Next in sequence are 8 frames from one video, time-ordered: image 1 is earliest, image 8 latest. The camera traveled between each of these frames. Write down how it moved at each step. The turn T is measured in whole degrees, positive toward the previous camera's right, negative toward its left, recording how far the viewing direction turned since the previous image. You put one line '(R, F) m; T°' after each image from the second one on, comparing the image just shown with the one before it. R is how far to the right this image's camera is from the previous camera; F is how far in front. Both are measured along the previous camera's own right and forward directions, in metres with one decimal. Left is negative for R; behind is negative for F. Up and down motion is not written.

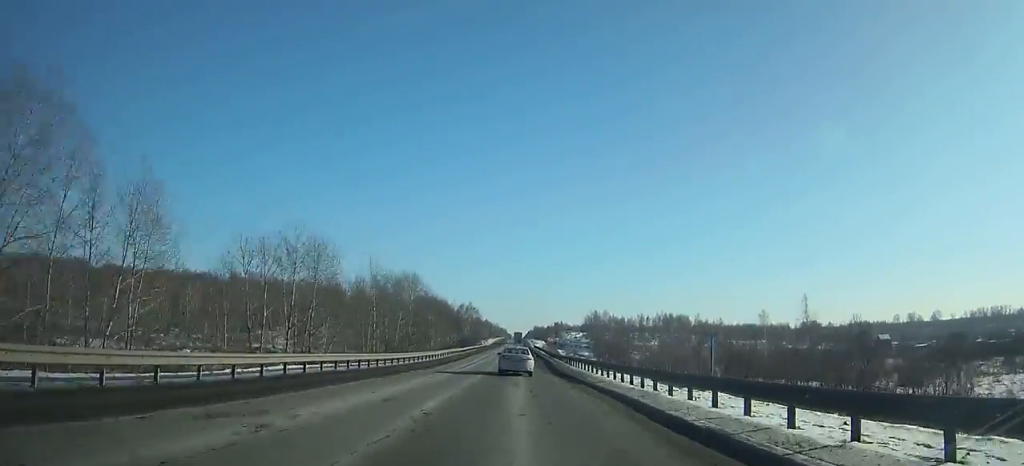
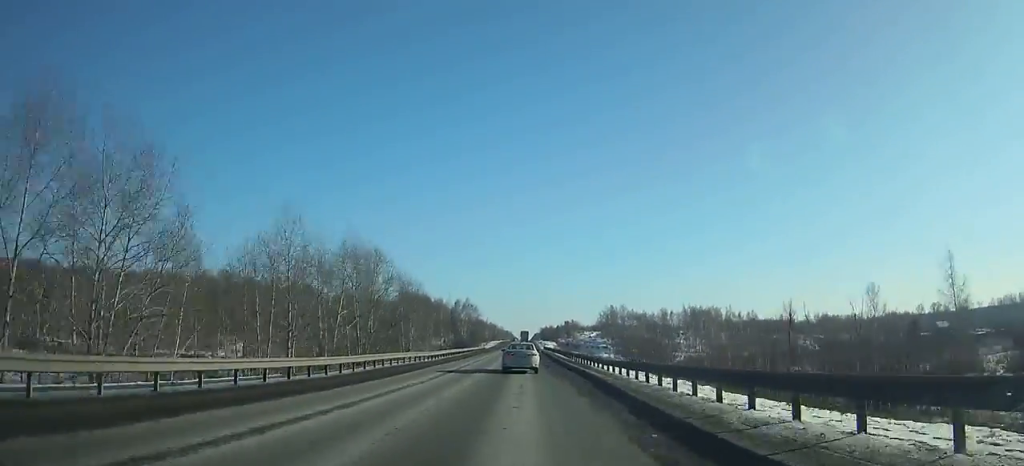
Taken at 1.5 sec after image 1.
(0.0, +31.9) m; 0°
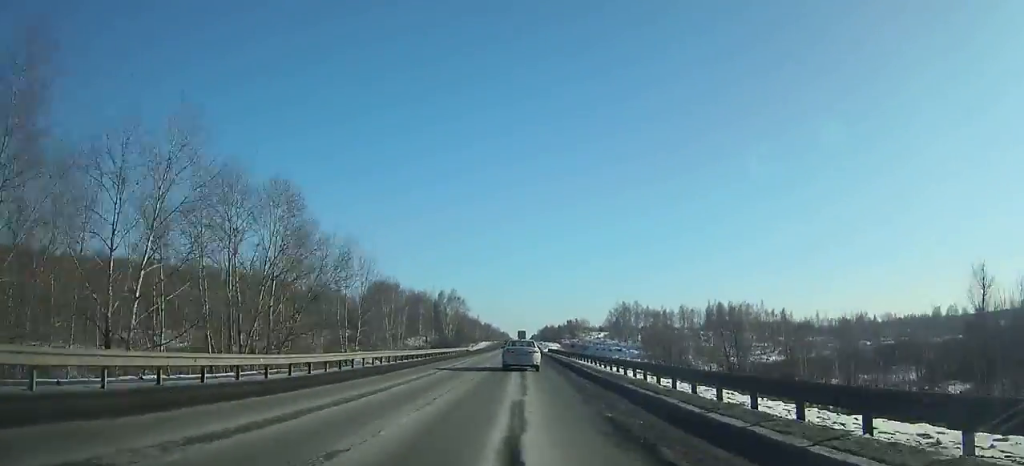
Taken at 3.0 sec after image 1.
(-0.1, +31.5) m; 0°
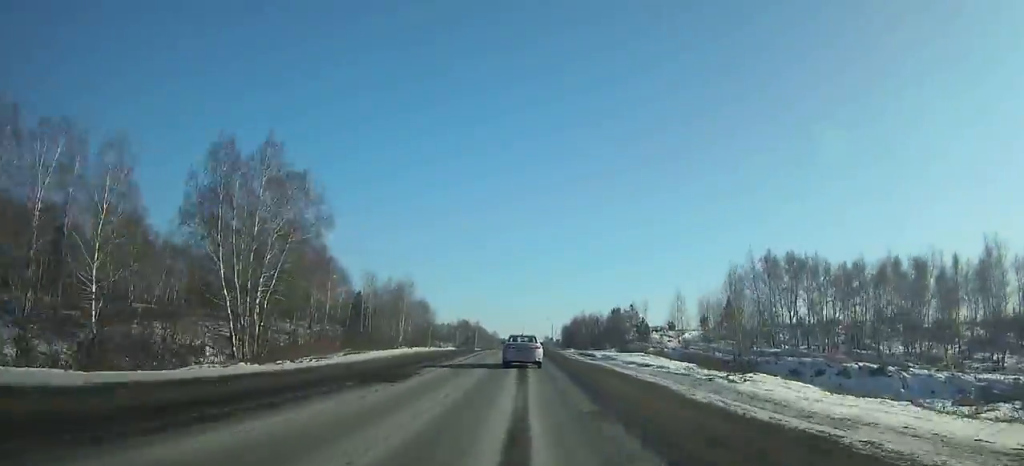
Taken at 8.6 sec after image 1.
(+0.2, +115.4) m; 0°
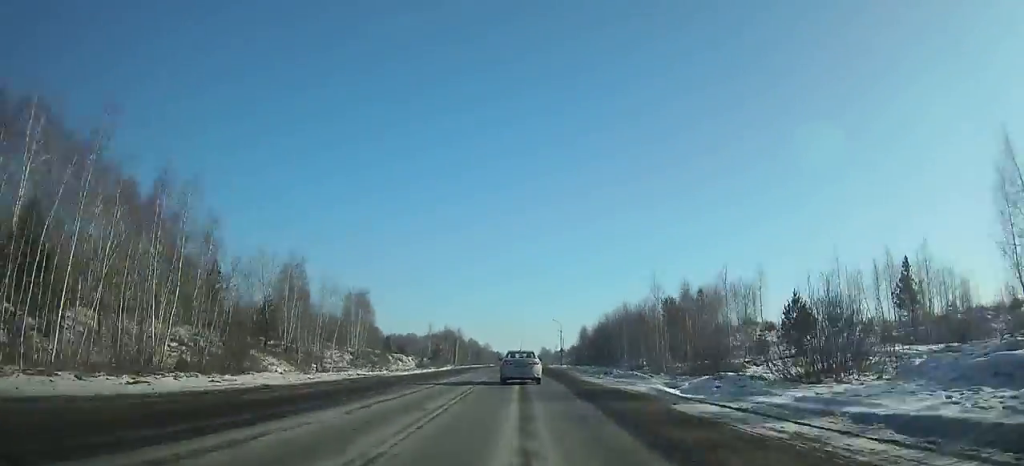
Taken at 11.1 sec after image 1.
(0.0, +50.9) m; 0°
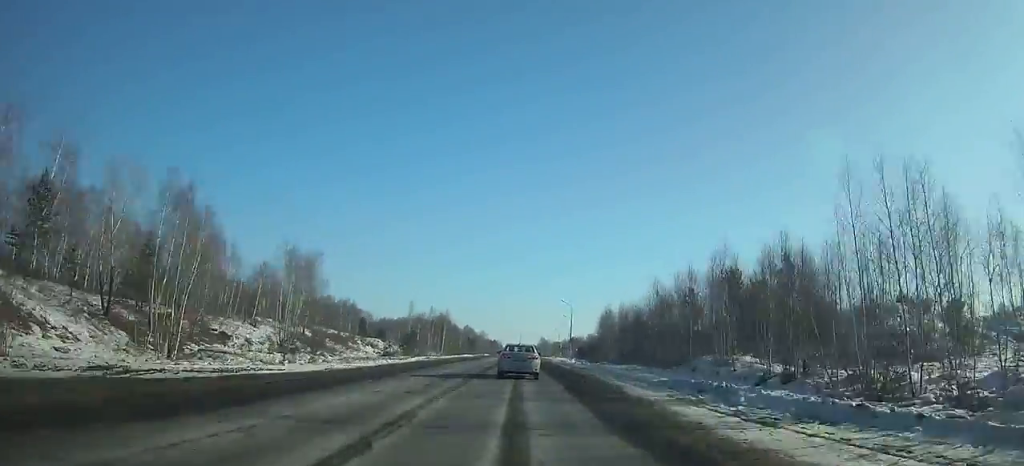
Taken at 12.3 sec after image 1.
(0.0, +24.4) m; 0°
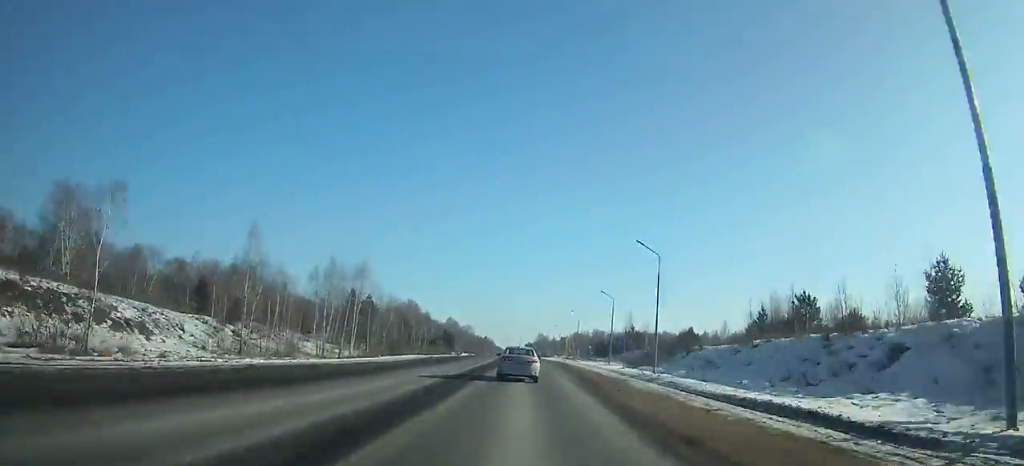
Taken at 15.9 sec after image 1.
(0.0, +73.4) m; 0°
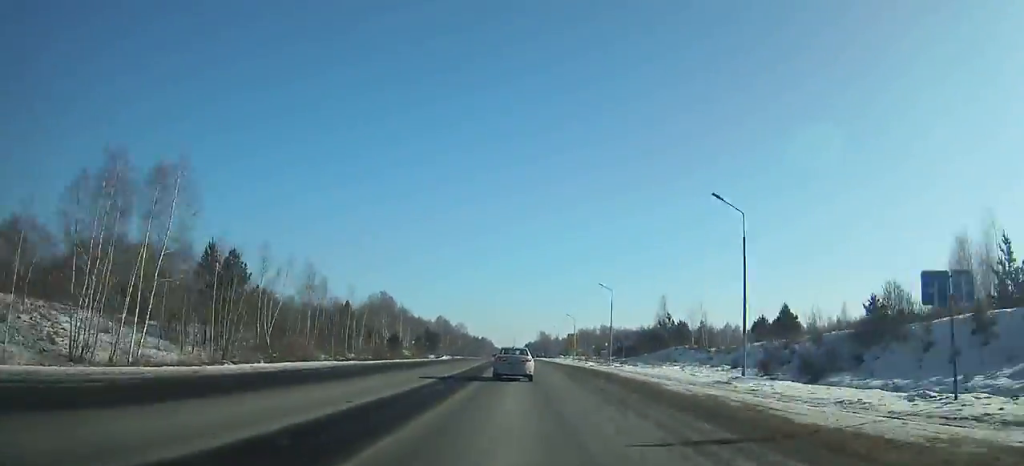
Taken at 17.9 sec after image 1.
(+0.2, +41.1) m; 0°
